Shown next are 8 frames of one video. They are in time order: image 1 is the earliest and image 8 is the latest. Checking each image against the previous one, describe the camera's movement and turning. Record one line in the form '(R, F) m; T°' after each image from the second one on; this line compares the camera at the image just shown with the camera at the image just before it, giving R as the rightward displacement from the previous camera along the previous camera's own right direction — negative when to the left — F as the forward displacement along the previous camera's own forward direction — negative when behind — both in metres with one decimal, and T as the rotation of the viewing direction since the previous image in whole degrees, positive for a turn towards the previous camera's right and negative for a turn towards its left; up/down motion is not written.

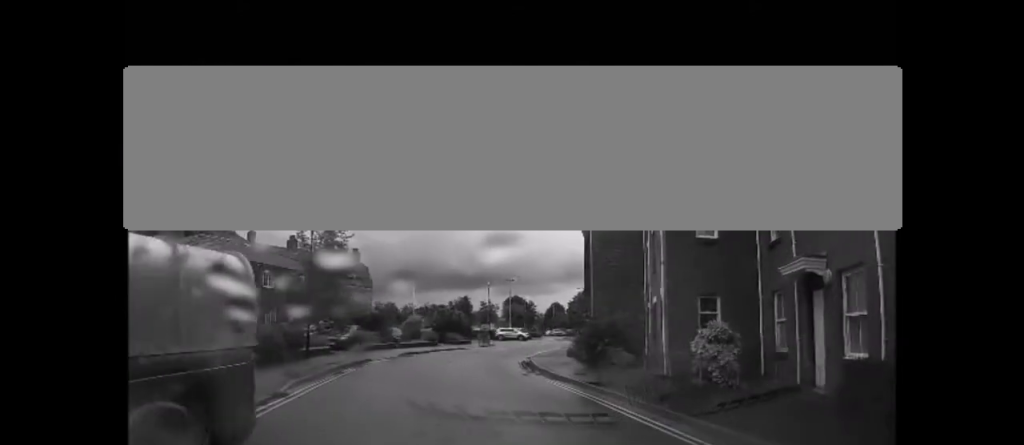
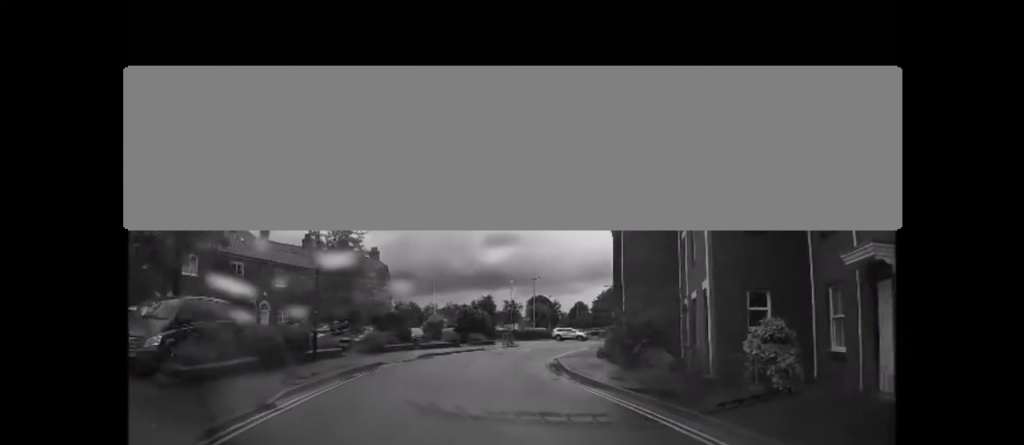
(0.0, +1.9) m; +2°
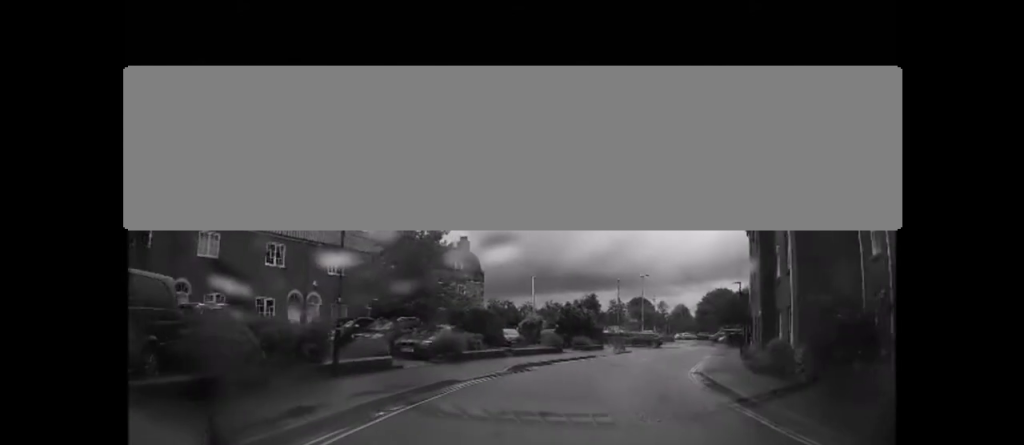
(+1.5, +7.0) m; +24°
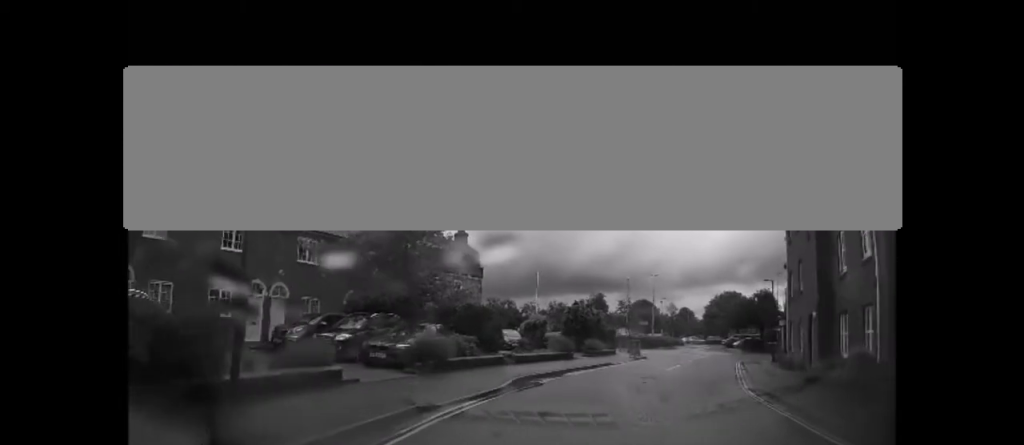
(+0.5, +4.8) m; +8°
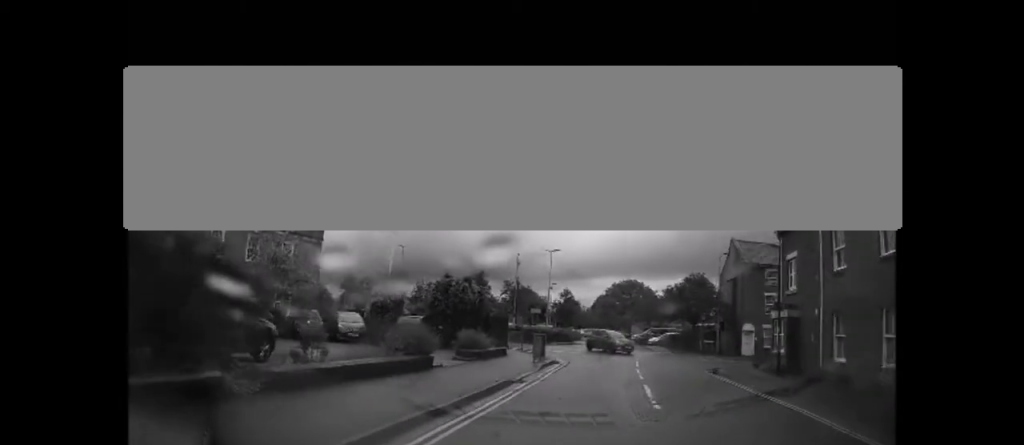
(+1.4, +12.4) m; +15°
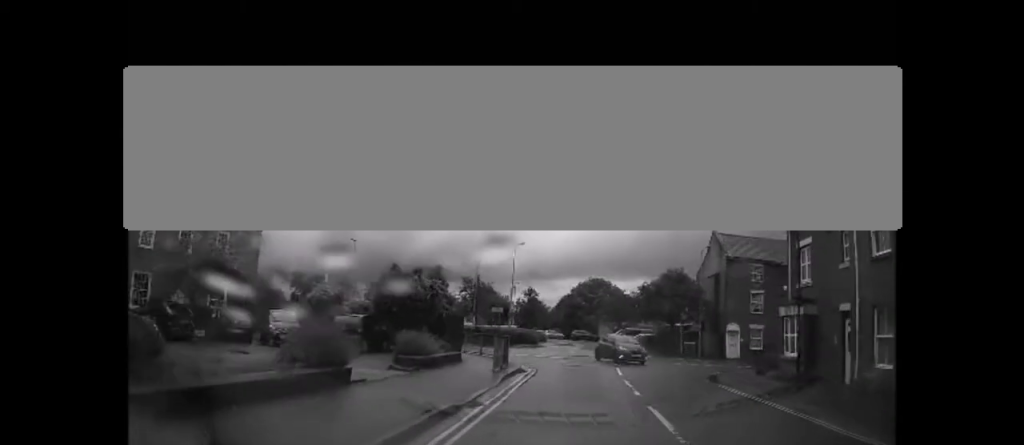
(+0.1, +3.6) m; +4°
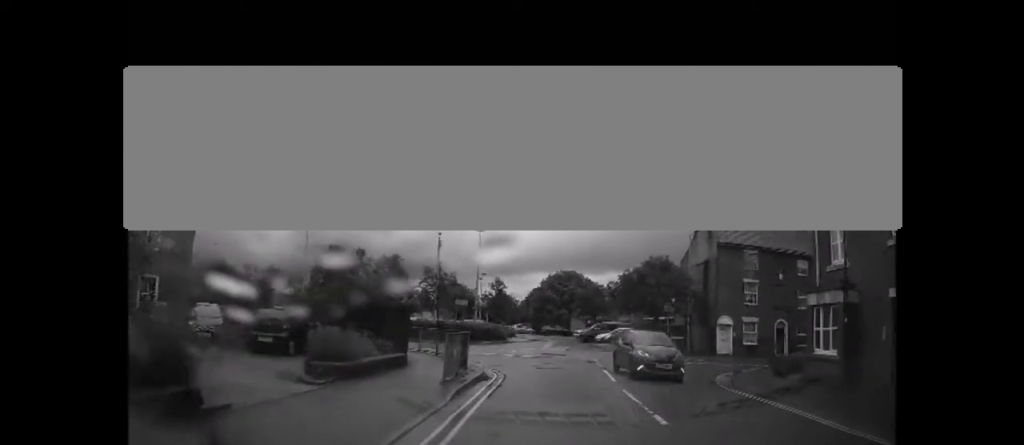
(+0.3, +3.8) m; +2°
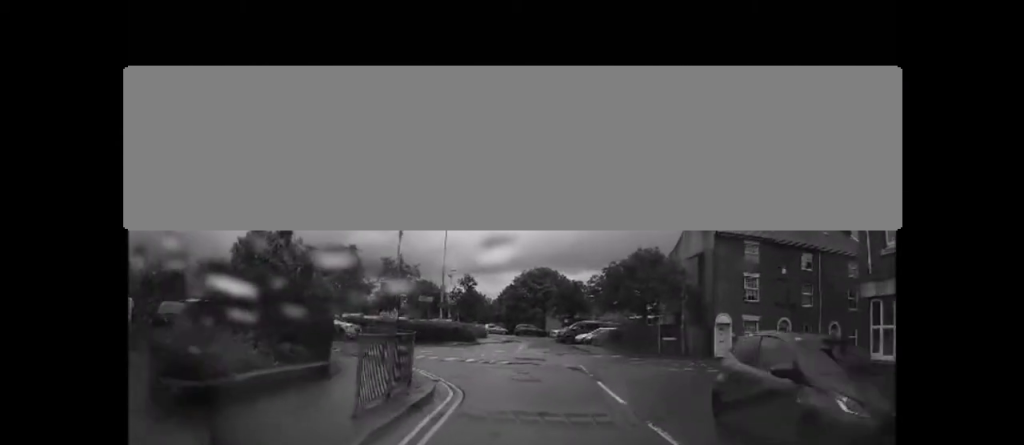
(-0.1, +3.7) m; +4°
